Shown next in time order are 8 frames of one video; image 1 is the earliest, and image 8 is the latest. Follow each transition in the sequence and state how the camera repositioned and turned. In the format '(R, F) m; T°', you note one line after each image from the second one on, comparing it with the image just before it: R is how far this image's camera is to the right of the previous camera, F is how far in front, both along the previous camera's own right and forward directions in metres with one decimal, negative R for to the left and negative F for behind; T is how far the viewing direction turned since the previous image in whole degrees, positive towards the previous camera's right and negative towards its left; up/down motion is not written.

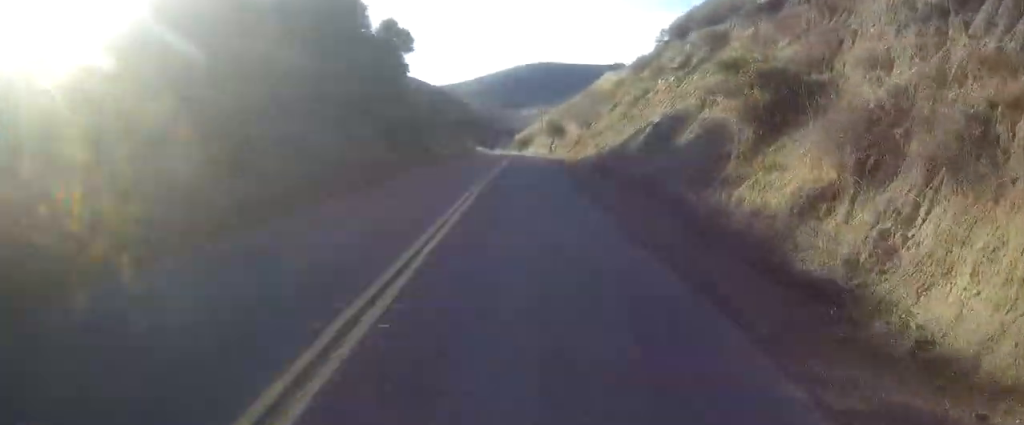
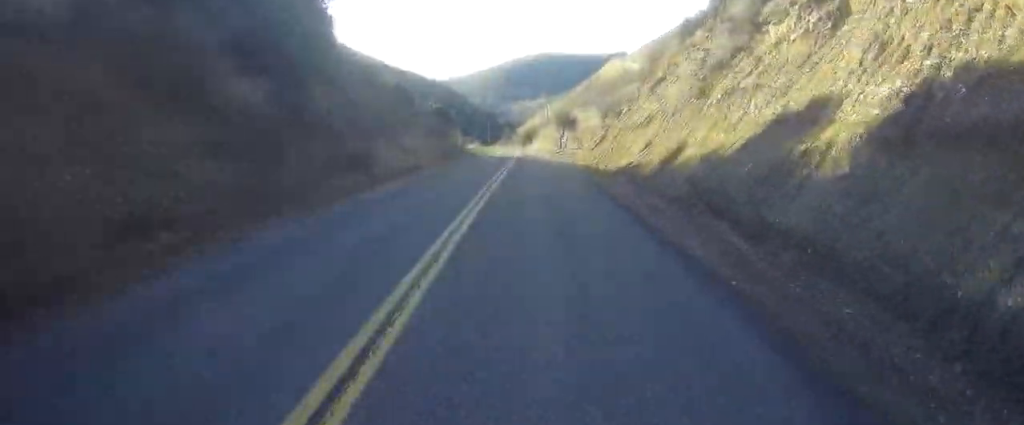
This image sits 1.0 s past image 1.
(-0.3, +18.1) m; -1°
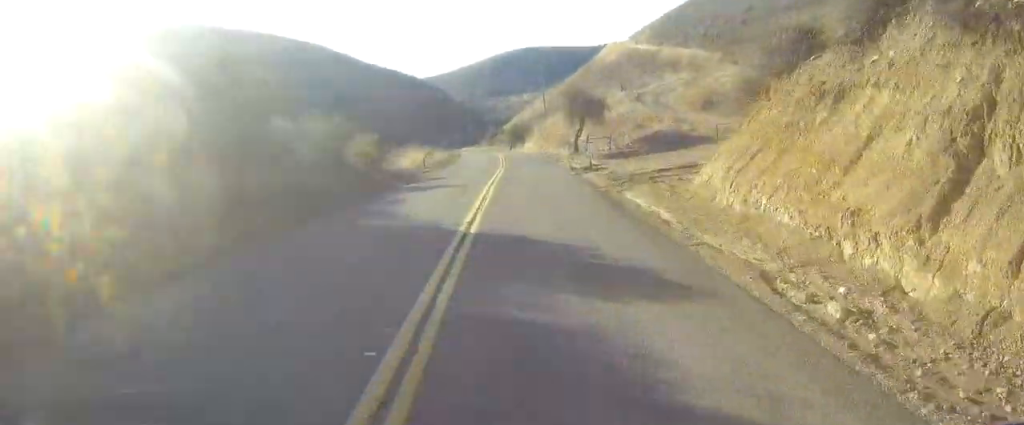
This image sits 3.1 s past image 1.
(+0.6, +39.5) m; +1°
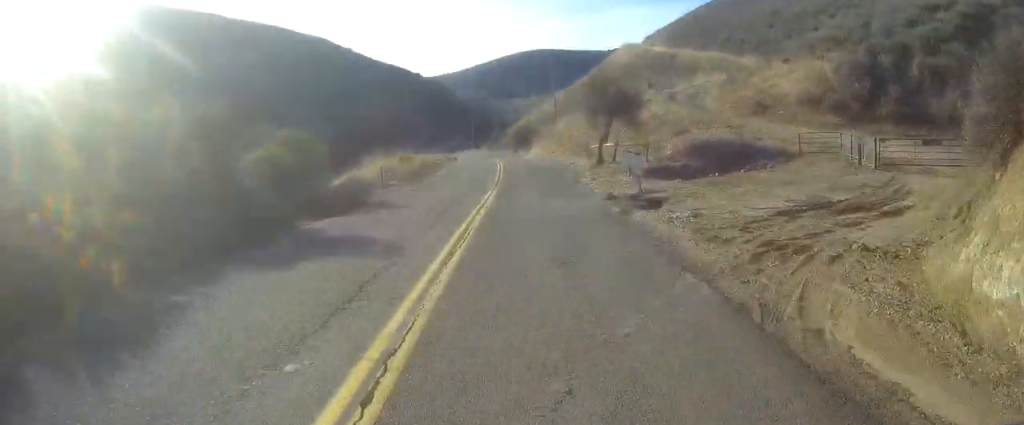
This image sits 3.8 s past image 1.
(0.0, +12.3) m; 0°
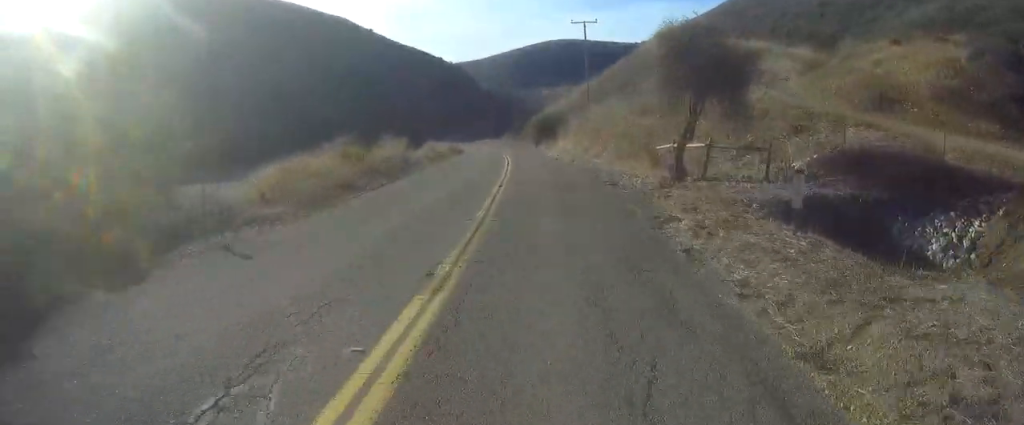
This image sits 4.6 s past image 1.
(-0.2, +15.3) m; -1°
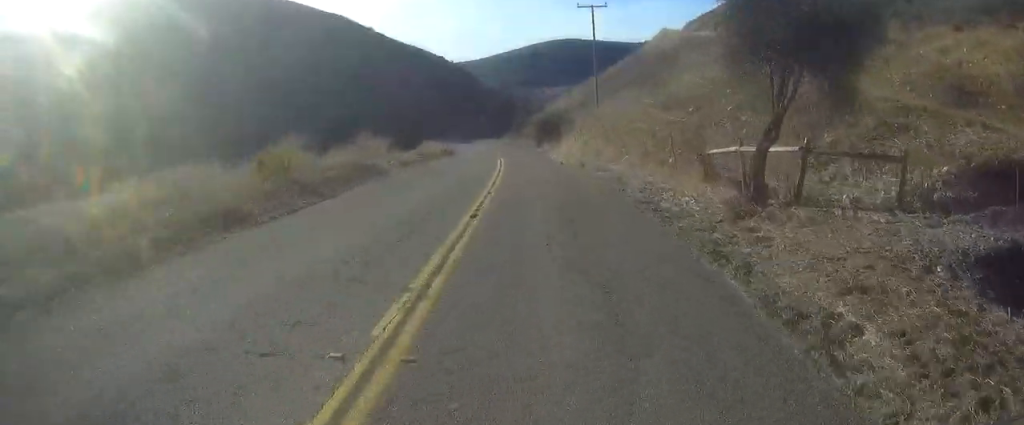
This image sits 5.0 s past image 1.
(0.0, +7.3) m; -1°
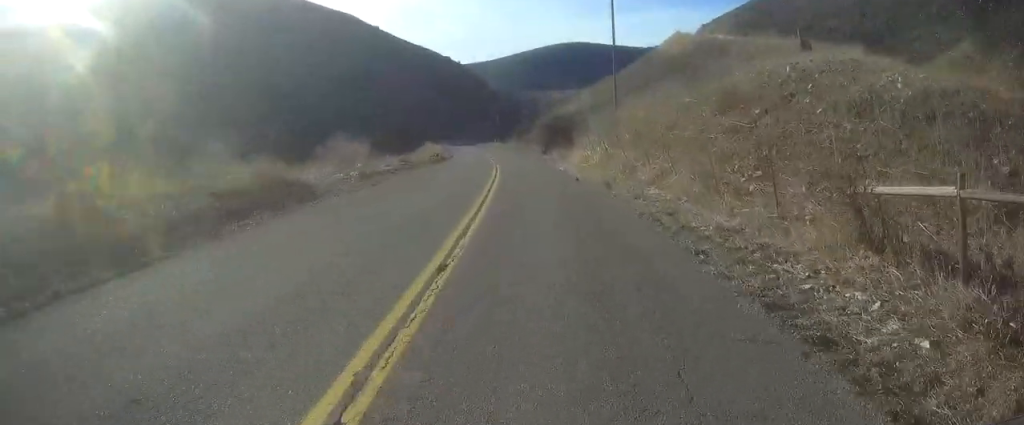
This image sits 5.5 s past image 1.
(+0.2, +7.9) m; -1°
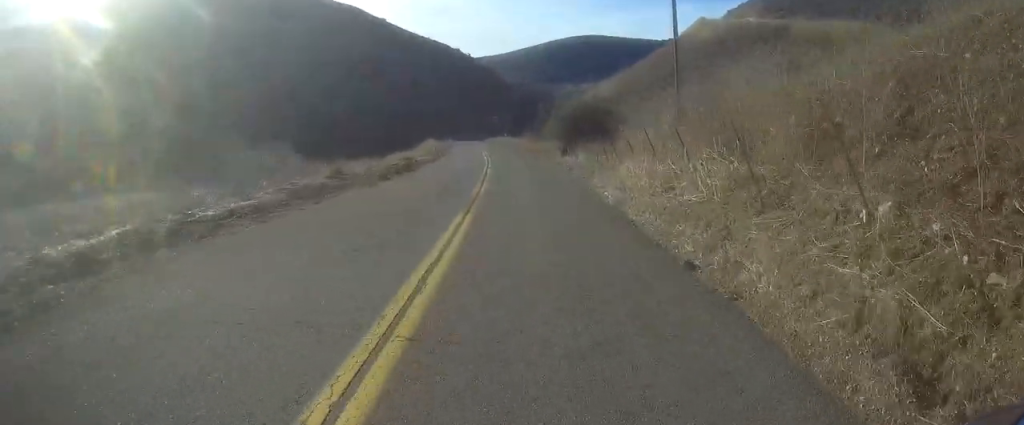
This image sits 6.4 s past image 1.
(-0.7, +16.9) m; -3°
